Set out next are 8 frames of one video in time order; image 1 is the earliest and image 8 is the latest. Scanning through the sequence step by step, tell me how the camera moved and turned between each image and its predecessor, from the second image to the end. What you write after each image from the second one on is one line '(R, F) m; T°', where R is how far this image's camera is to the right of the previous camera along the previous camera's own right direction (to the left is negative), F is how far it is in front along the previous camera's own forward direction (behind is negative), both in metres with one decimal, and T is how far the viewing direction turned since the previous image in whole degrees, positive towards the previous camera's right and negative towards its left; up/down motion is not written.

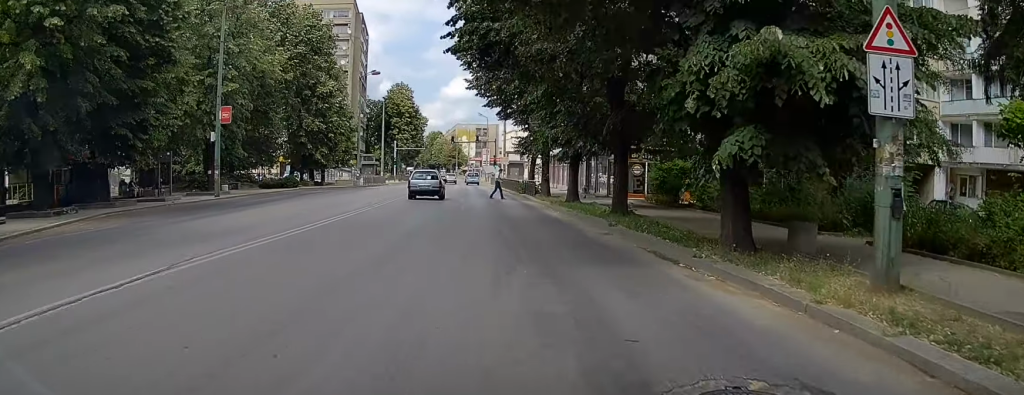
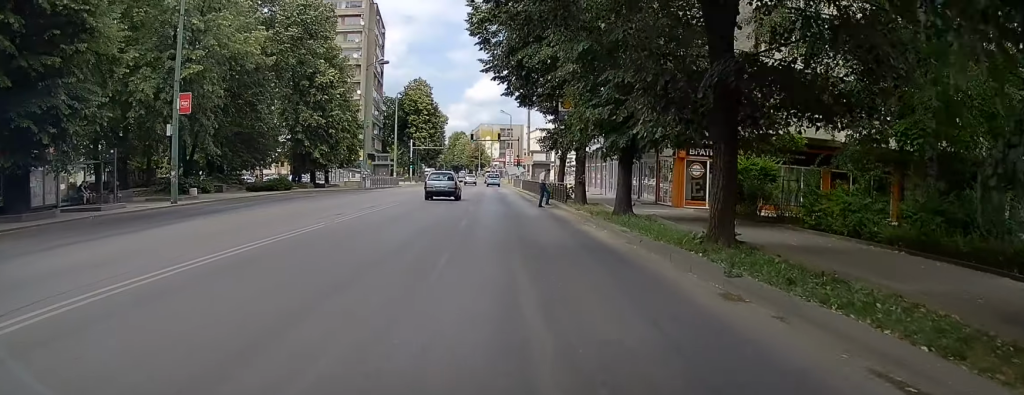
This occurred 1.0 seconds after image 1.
(-0.1, +8.6) m; -3°
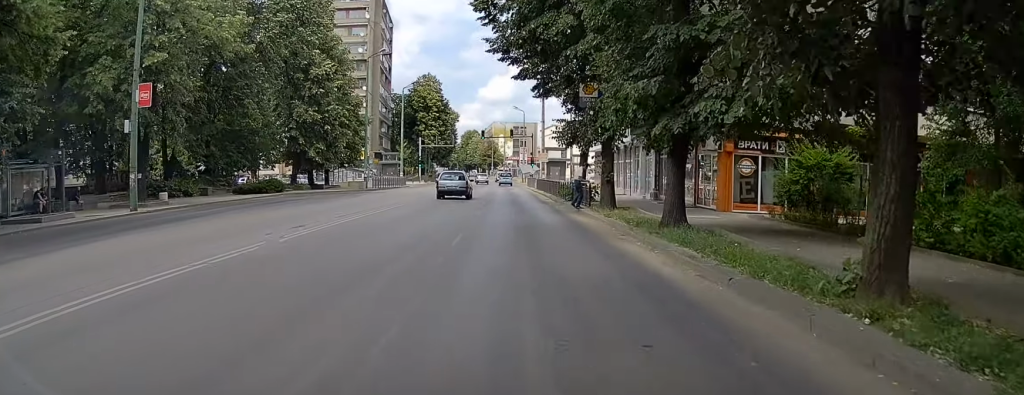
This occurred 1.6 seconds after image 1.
(0.0, +5.2) m; -2°
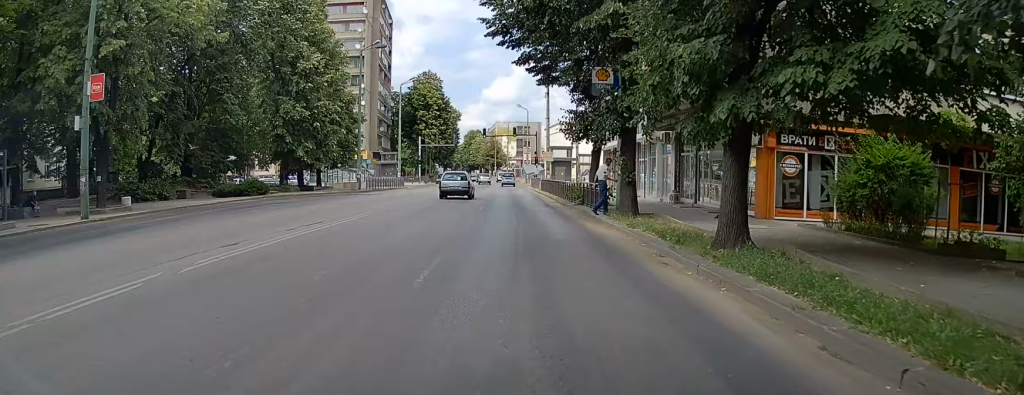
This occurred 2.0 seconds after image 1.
(-0.3, +4.0) m; -1°
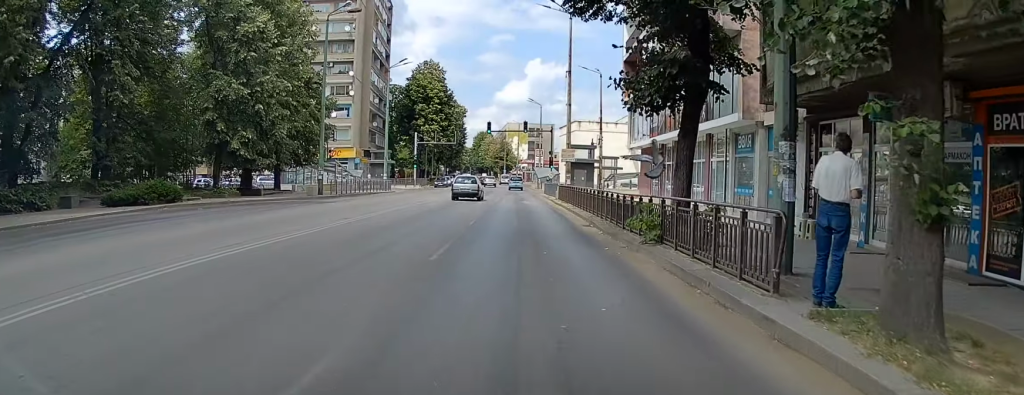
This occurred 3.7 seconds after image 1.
(-0.1, +14.1) m; -3°
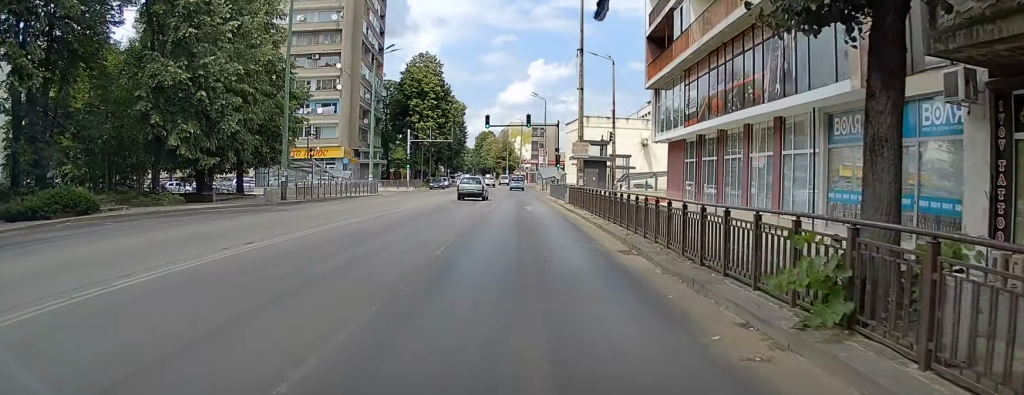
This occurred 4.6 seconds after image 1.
(-0.3, +7.4) m; 0°
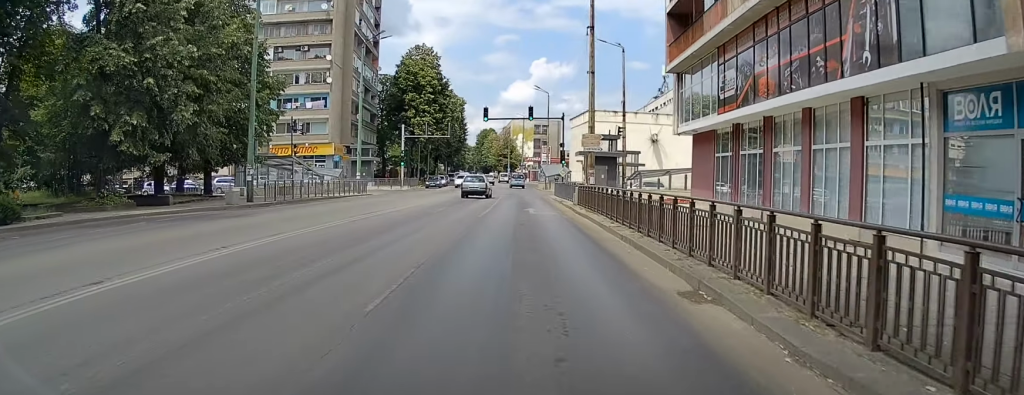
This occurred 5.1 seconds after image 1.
(0.0, +4.6) m; +4°
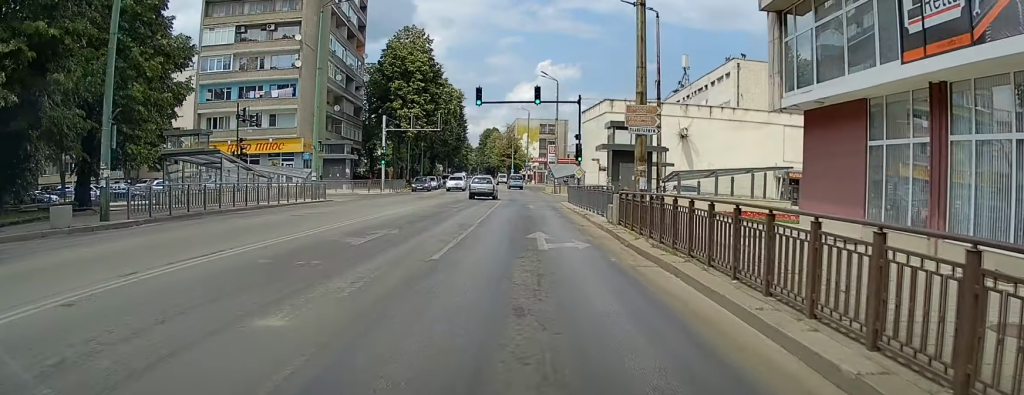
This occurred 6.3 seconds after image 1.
(+1.1, +11.2) m; +2°
